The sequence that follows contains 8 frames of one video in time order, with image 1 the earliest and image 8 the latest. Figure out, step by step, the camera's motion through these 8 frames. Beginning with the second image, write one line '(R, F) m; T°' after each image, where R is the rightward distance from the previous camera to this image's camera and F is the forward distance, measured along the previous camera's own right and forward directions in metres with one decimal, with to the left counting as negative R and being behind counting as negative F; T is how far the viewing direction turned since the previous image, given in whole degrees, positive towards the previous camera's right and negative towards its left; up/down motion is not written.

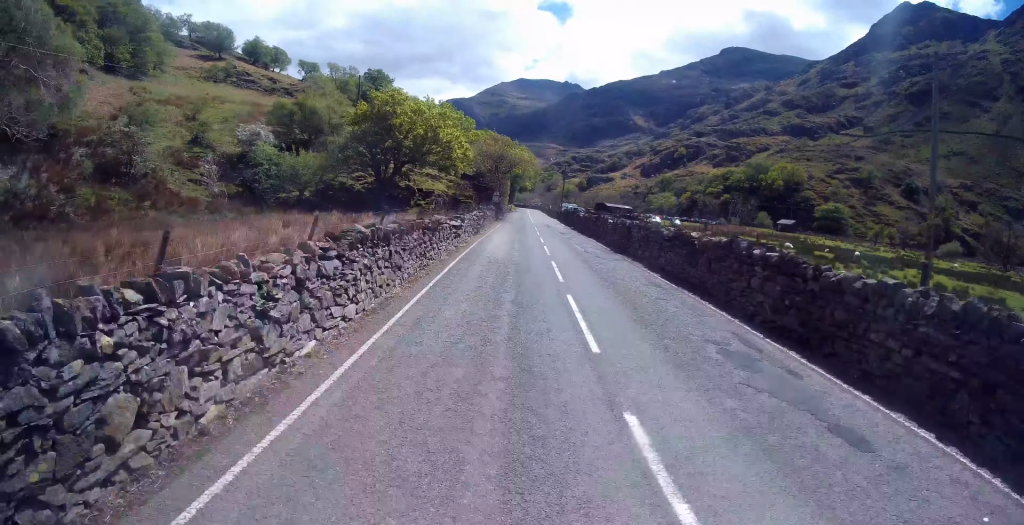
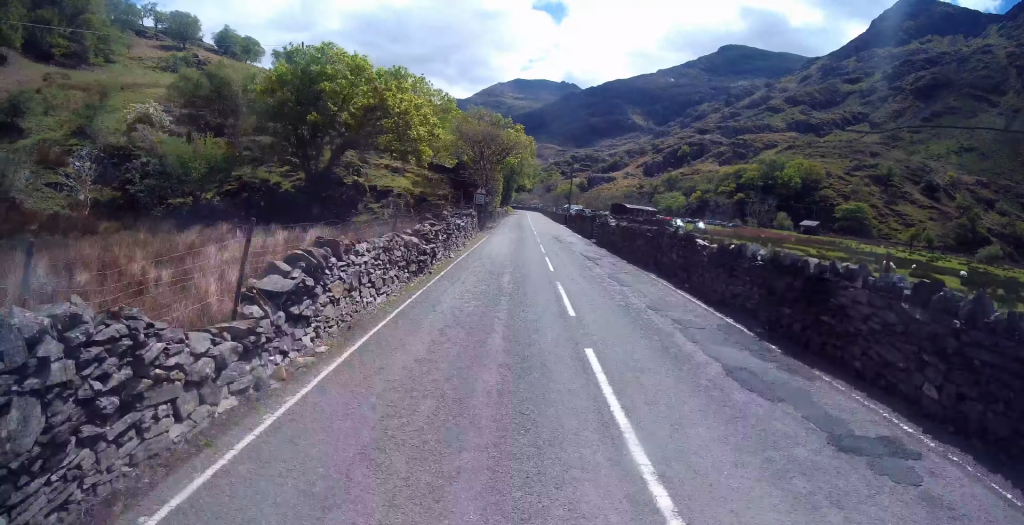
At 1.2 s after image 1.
(0.0, +15.5) m; 0°
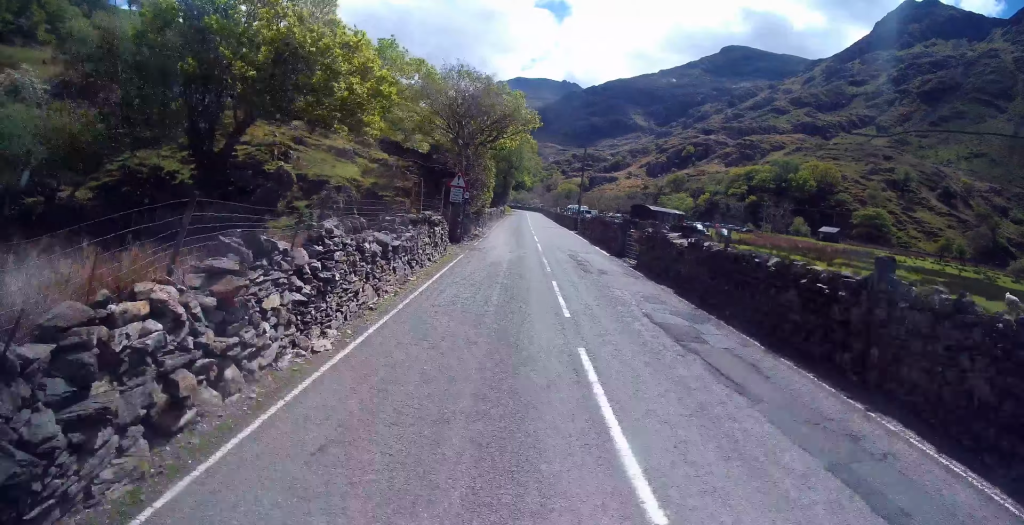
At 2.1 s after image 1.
(0.0, +11.5) m; 0°
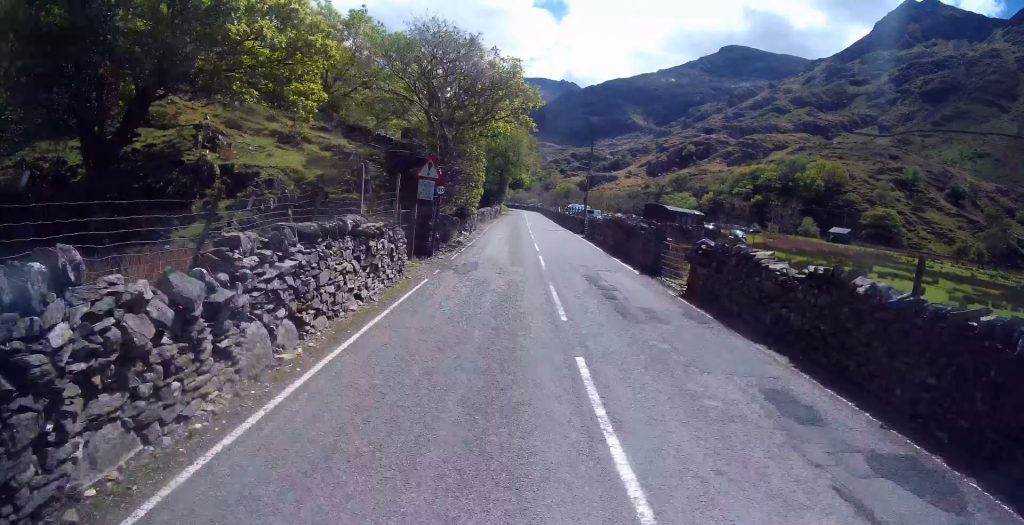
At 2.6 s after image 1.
(0.0, +6.4) m; 0°
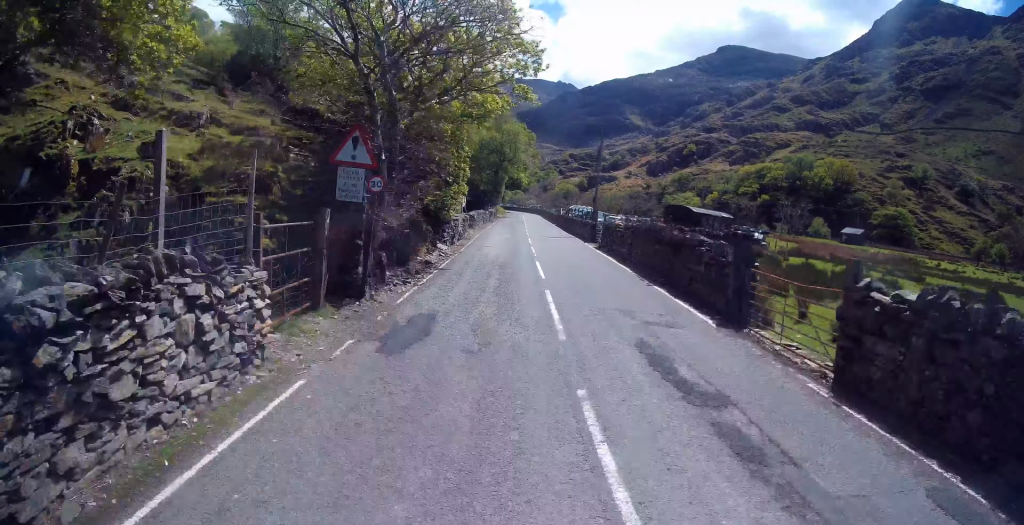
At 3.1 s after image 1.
(0.0, +6.9) m; 0°
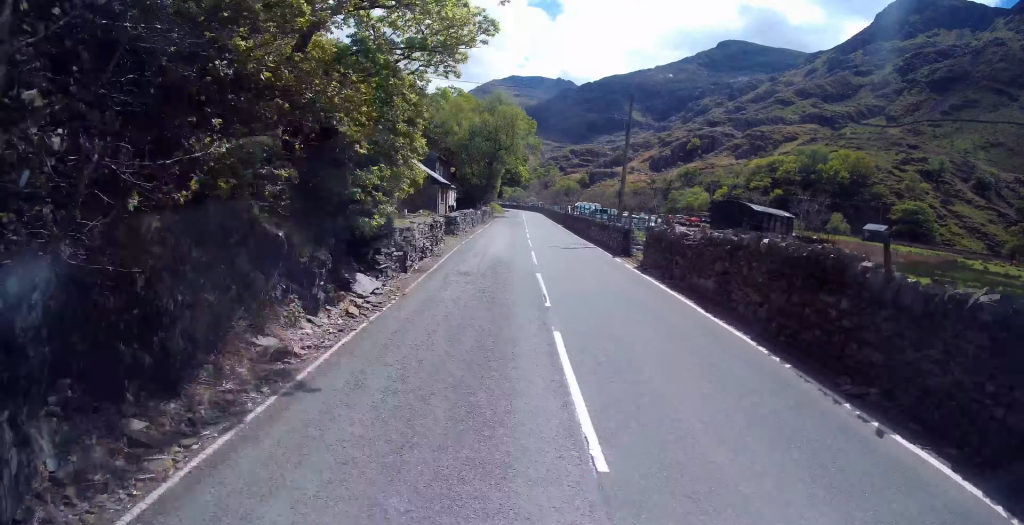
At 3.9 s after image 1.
(0.0, +9.6) m; 0°
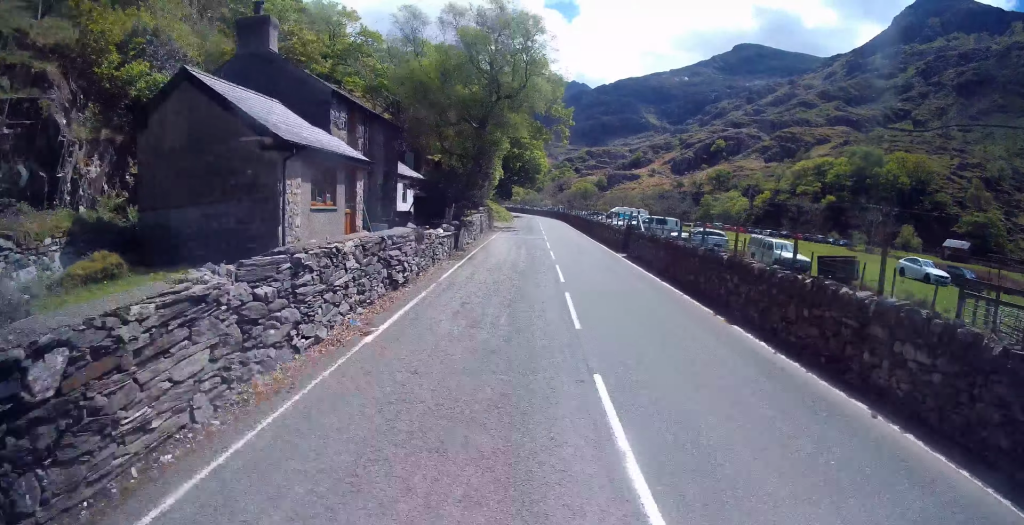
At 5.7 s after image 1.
(0.0, +24.5) m; 0°
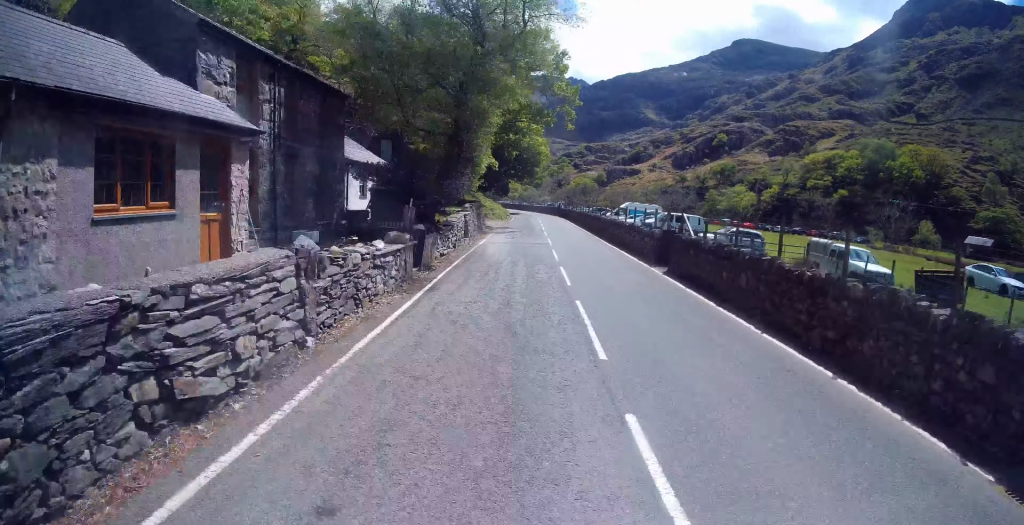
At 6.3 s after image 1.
(0.0, +6.9) m; 0°
